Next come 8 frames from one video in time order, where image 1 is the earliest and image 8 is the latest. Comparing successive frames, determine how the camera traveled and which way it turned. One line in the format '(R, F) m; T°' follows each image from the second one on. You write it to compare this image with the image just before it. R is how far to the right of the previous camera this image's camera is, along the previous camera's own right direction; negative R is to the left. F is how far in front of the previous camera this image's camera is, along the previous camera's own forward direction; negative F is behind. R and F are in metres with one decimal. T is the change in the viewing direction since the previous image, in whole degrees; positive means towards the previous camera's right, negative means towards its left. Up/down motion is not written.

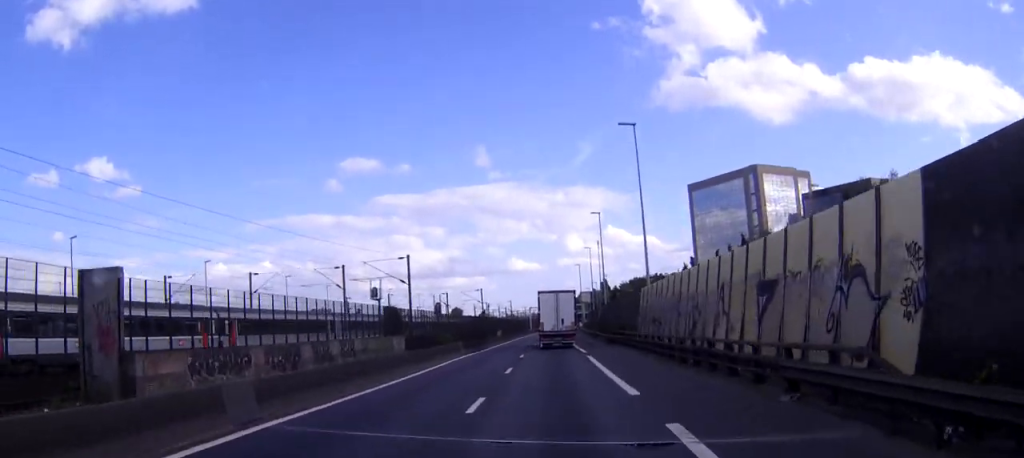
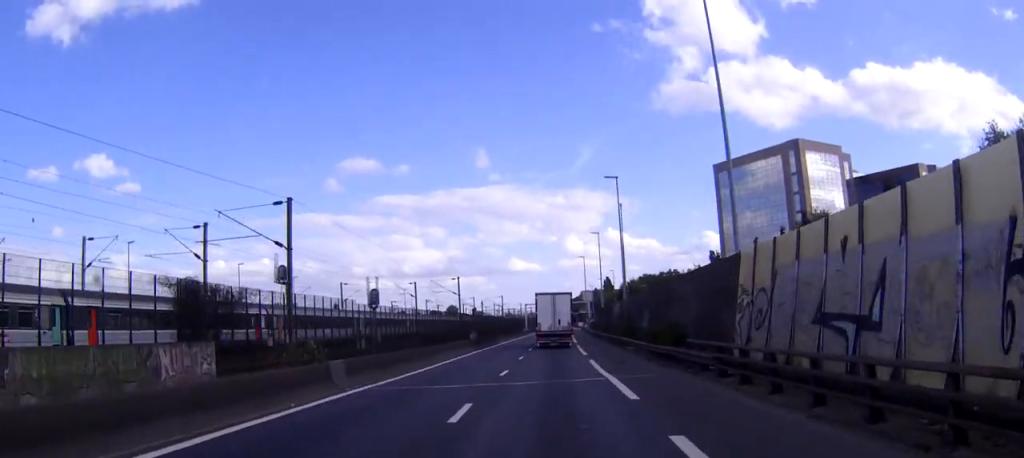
(+0.1, +27.0) m; 0°
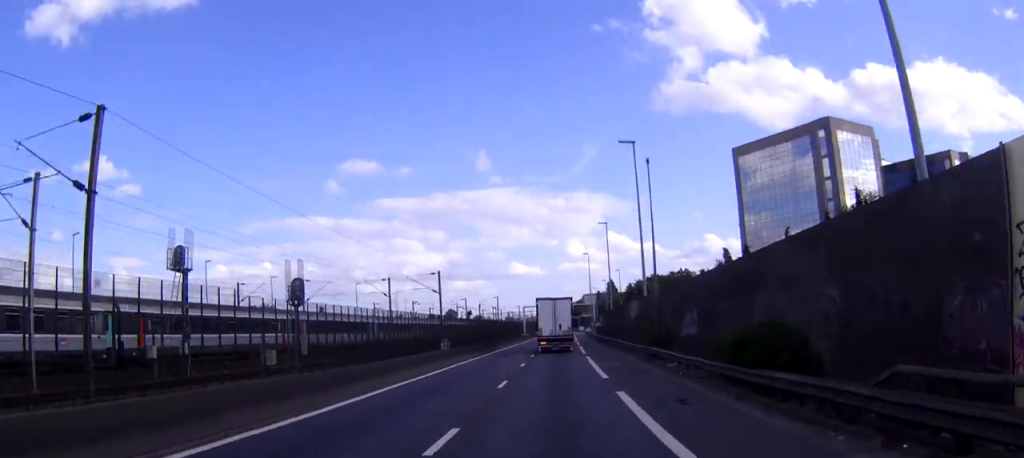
(0.0, +15.3) m; 0°
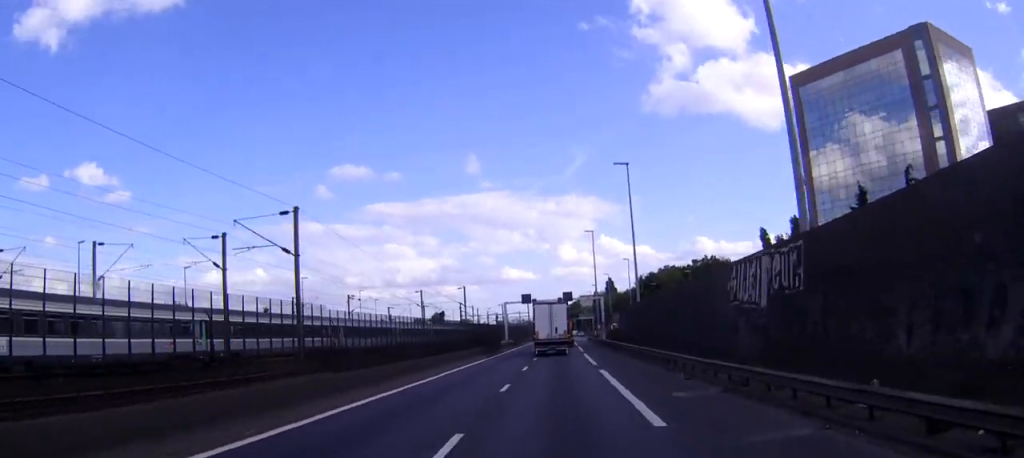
(+0.3, +38.3) m; +1°
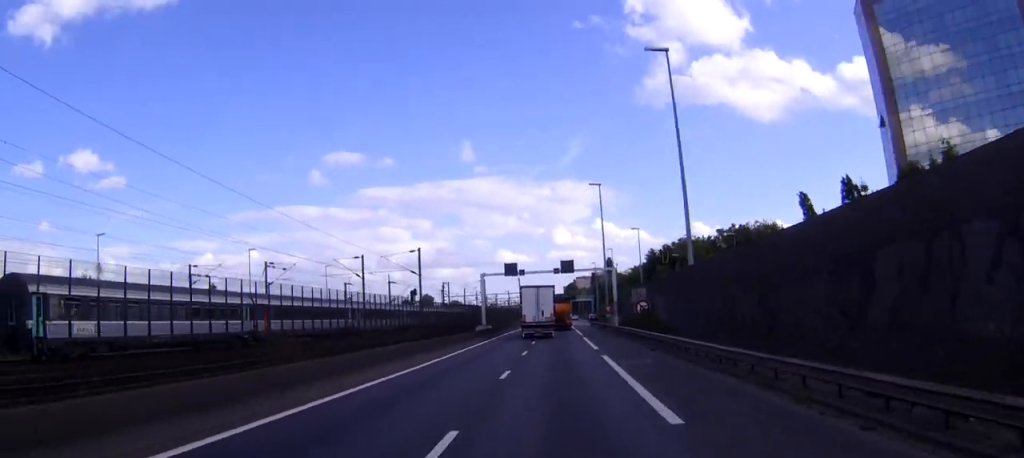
(-0.1, +26.5) m; 0°
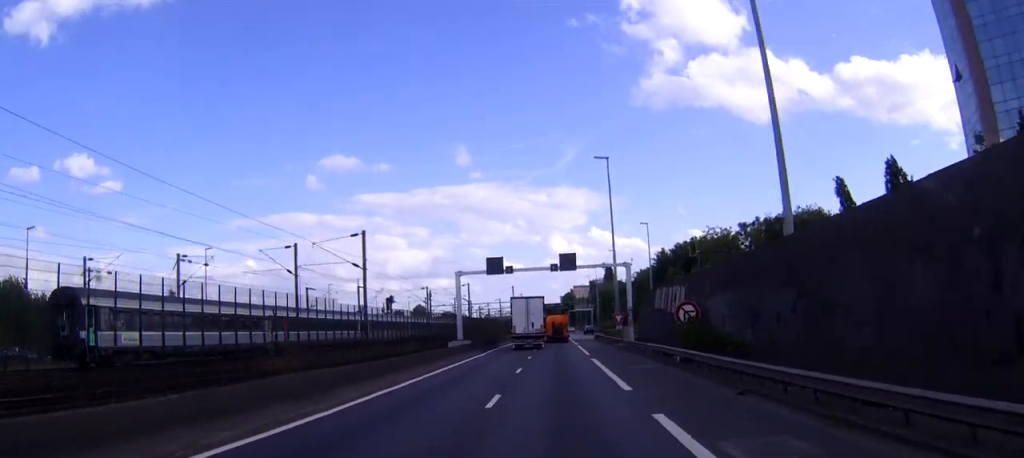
(0.0, +16.8) m; 0°
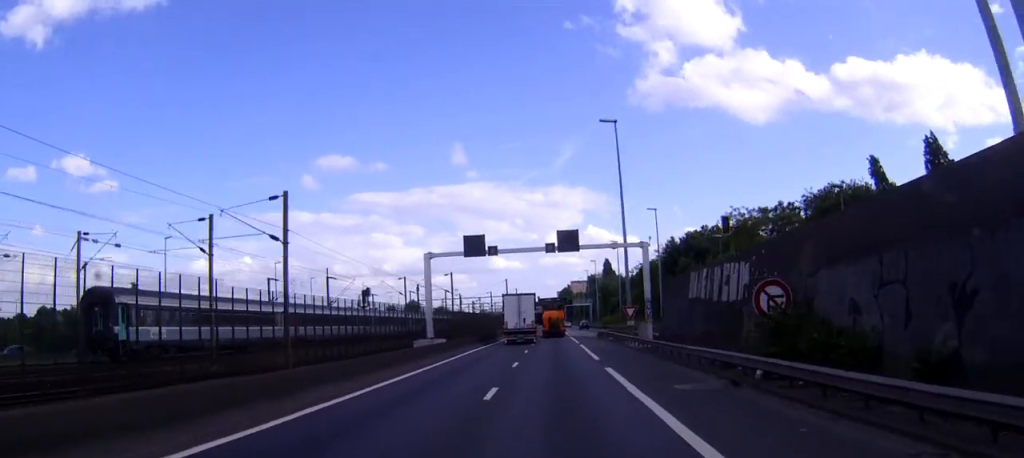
(0.0, +12.6) m; 0°
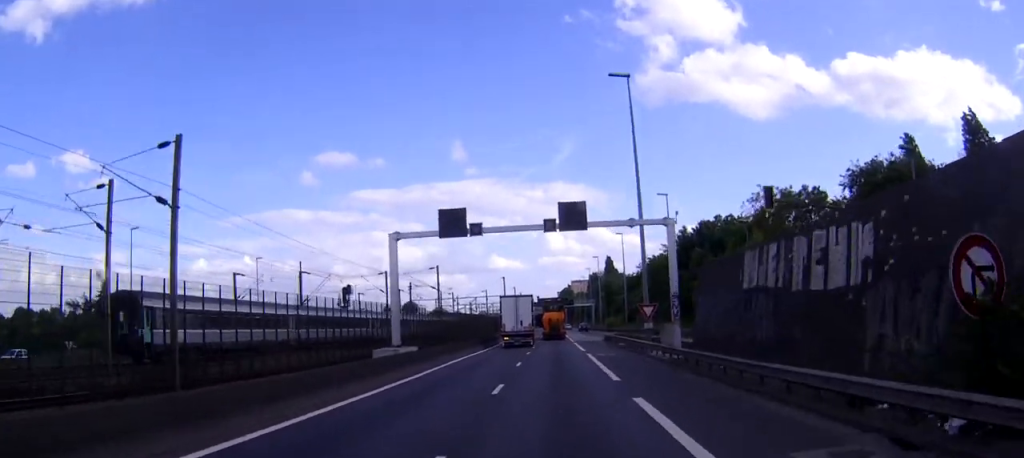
(0.0, +9.8) m; 0°
